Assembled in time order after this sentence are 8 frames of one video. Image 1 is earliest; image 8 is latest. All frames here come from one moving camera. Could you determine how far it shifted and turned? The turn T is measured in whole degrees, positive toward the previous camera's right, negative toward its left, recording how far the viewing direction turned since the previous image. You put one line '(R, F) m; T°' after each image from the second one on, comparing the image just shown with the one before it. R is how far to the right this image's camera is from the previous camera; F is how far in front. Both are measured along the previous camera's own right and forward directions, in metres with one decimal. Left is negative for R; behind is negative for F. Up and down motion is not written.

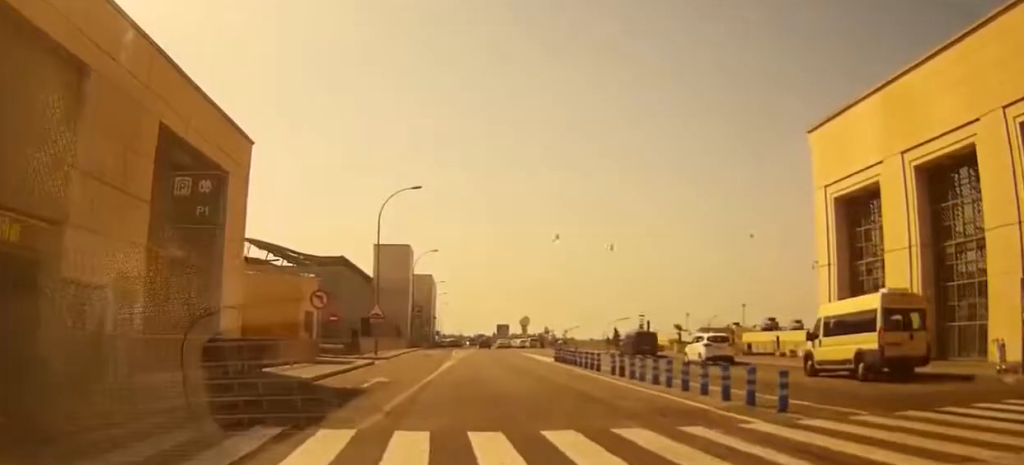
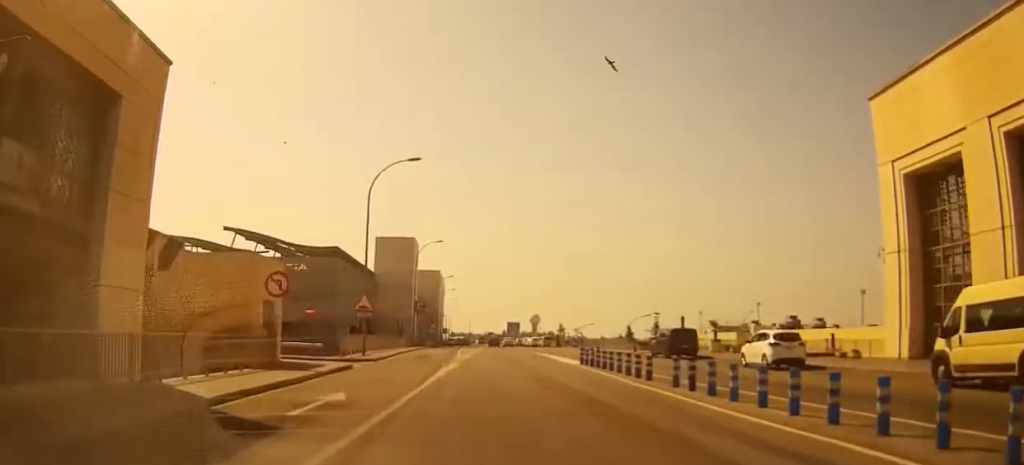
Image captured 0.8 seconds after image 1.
(0.0, +8.4) m; 0°
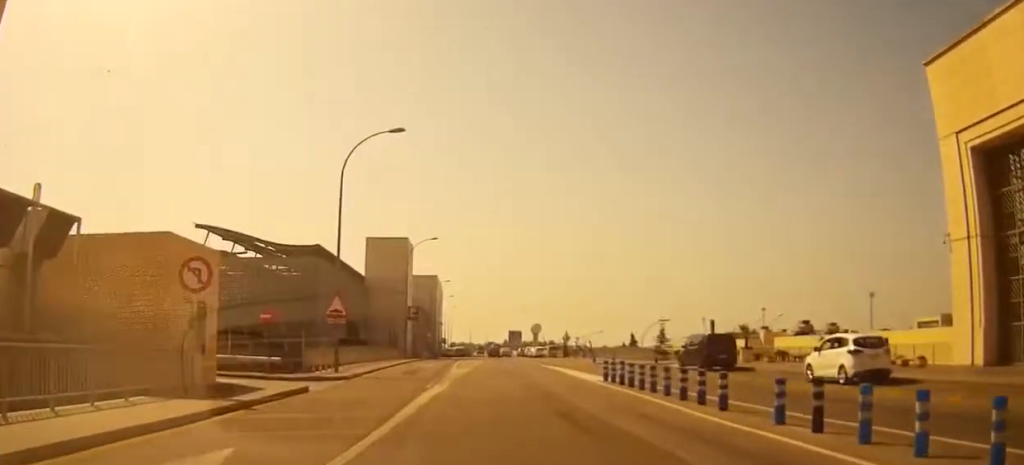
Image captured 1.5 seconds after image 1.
(0.0, +7.5) m; 0°
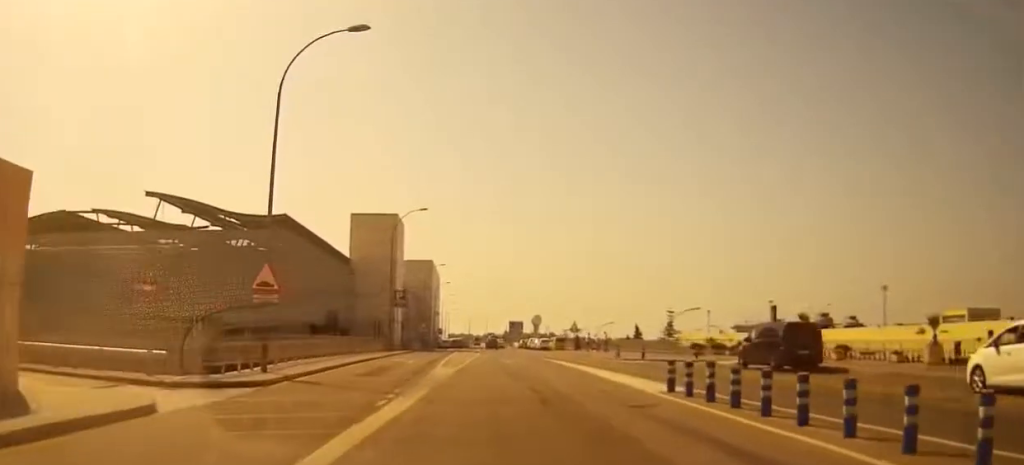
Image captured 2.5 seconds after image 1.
(0.0, +11.0) m; 0°
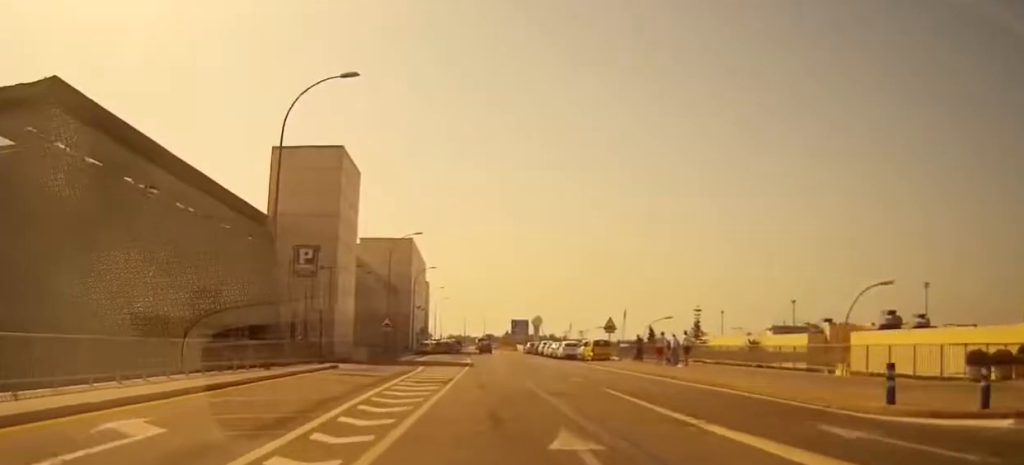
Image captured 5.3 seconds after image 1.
(0.0, +32.1) m; 0°
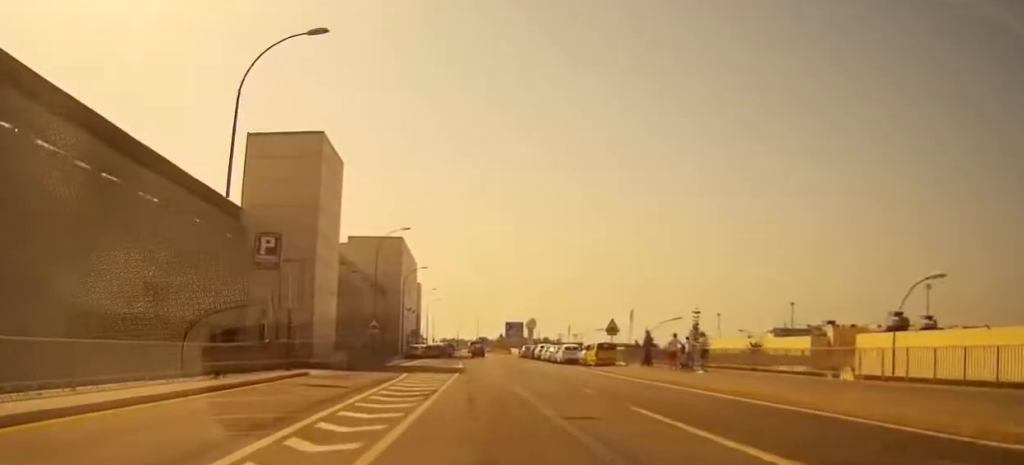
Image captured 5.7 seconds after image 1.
(0.0, +4.8) m; 0°
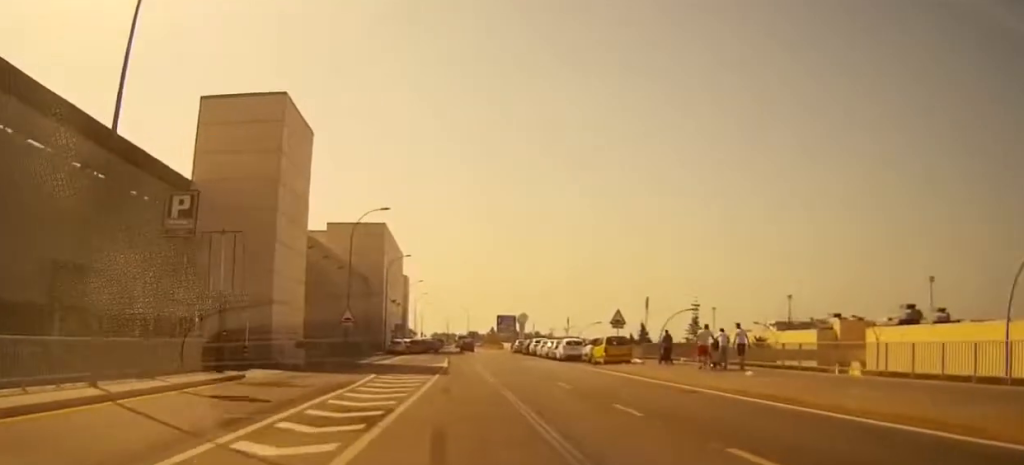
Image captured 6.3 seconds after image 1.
(0.0, +7.4) m; 0°
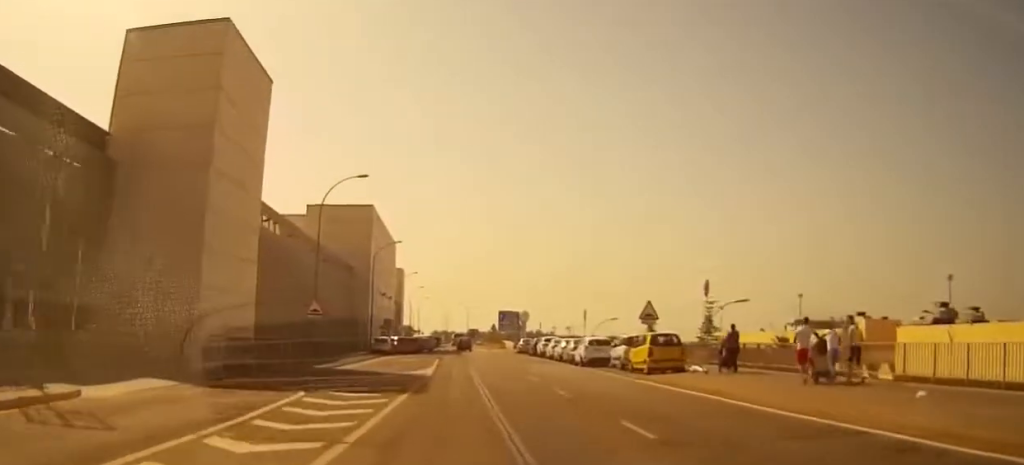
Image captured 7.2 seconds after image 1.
(0.0, +10.9) m; 0°
